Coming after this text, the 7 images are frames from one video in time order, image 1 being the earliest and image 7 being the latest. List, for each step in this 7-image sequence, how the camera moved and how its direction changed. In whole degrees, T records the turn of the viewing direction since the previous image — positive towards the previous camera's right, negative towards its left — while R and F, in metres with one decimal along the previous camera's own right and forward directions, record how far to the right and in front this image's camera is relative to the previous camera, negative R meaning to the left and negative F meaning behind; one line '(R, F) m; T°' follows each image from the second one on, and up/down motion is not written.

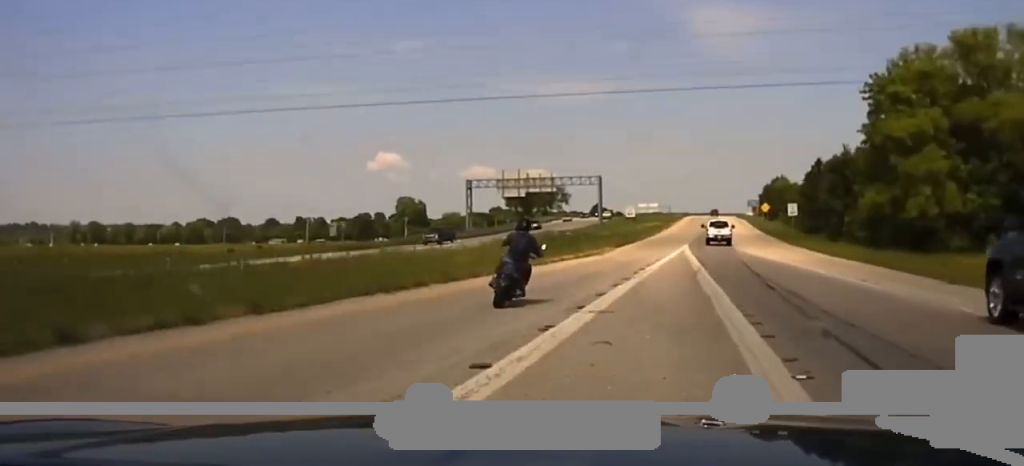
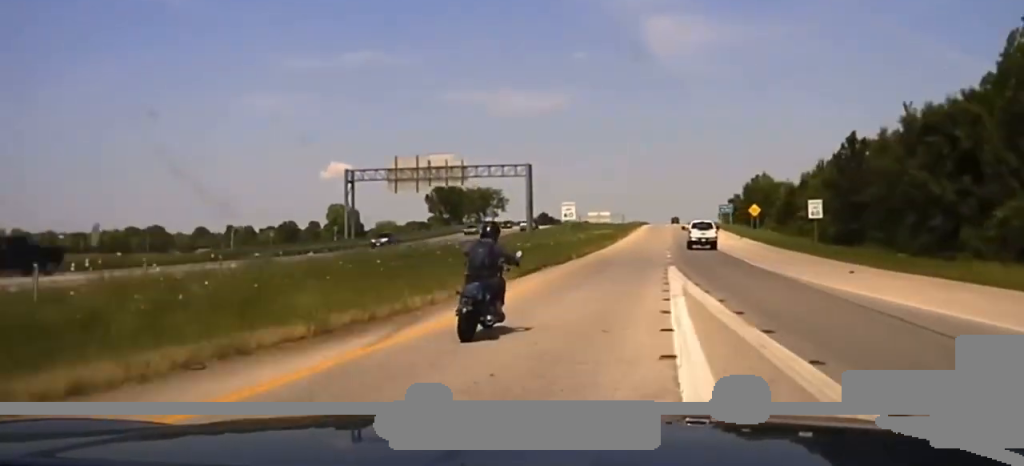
(+2.0, +40.3) m; +4°
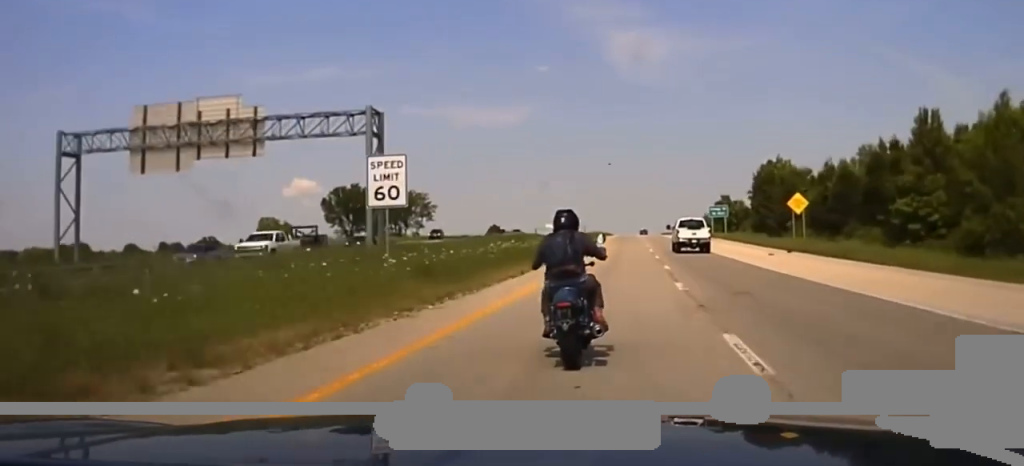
(+1.0, +44.9) m; +2°
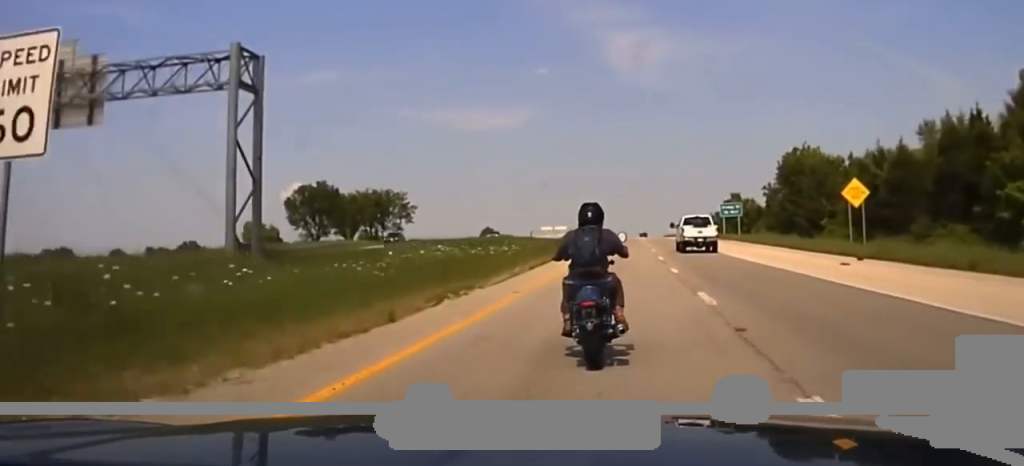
(+0.3, +15.6) m; 0°
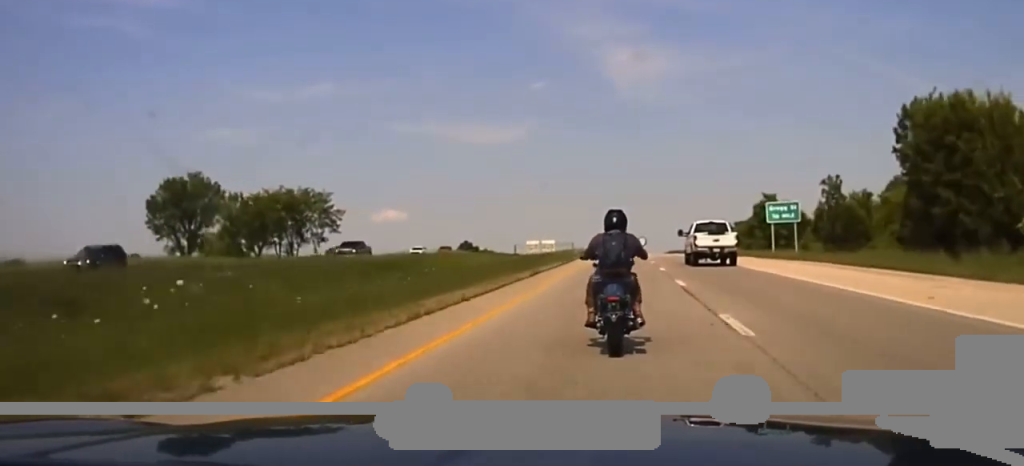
(-0.1, +39.6) m; +1°
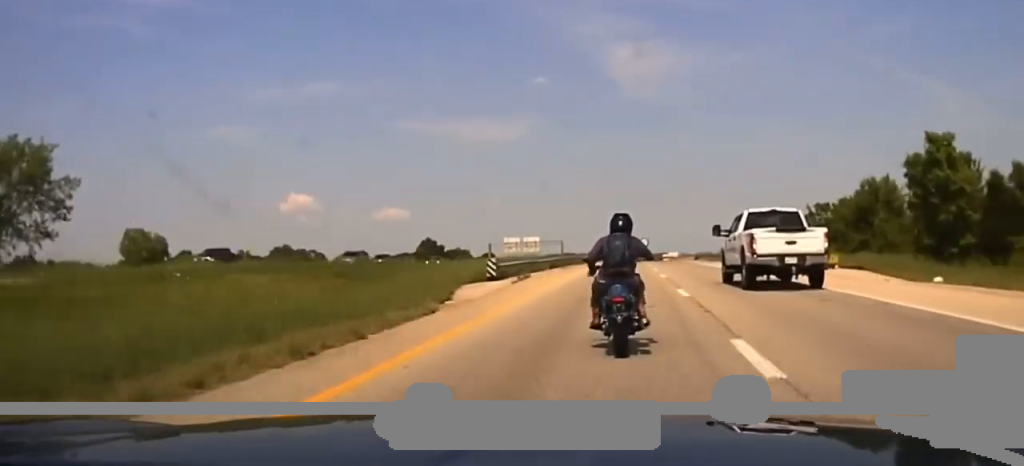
(+0.5, +62.5) m; 0°
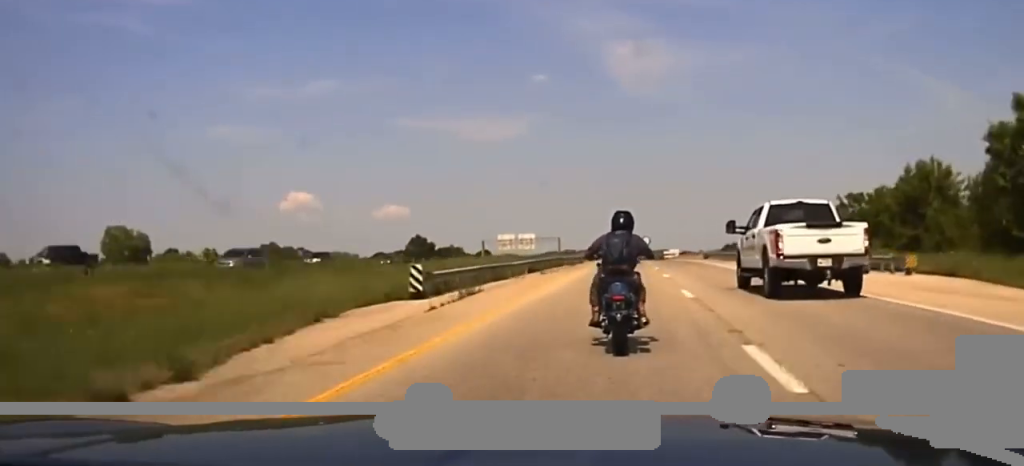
(-0.1, +13.7) m; 0°
